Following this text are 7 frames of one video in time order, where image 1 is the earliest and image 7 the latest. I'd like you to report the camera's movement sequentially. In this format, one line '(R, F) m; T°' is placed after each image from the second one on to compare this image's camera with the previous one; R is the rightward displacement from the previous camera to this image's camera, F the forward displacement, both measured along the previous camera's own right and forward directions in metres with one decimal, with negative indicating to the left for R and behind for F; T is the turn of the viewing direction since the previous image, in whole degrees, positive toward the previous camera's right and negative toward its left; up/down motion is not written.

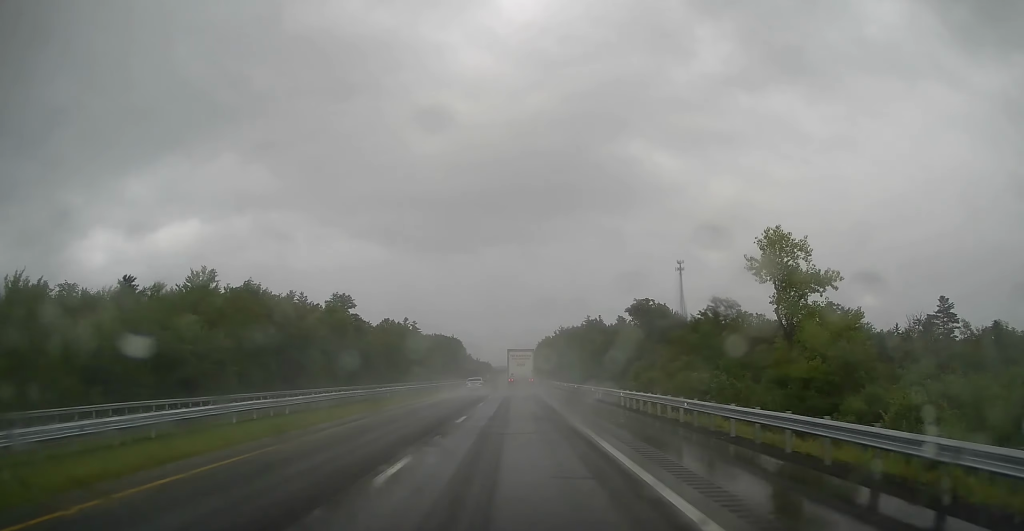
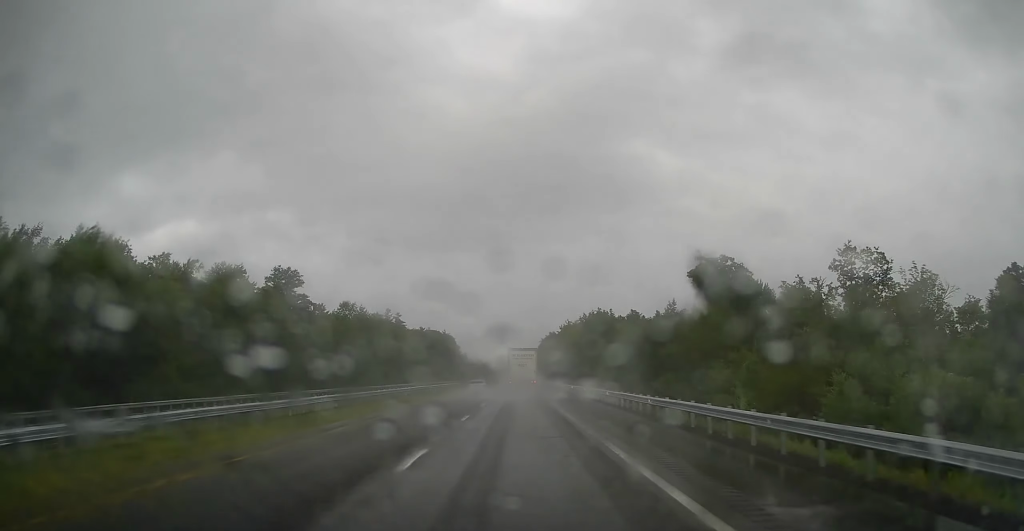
(-0.3, +47.8) m; -1°
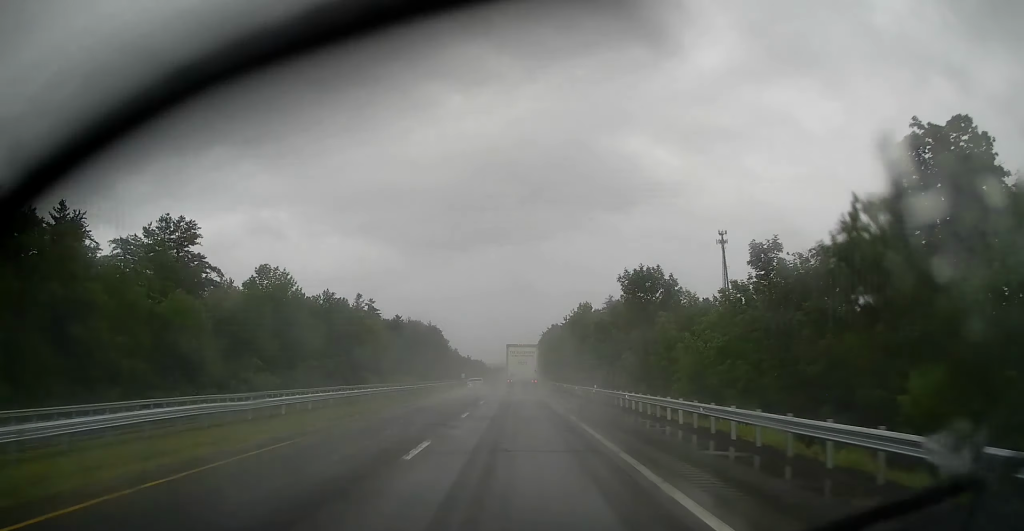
(0.0, +48.5) m; 0°
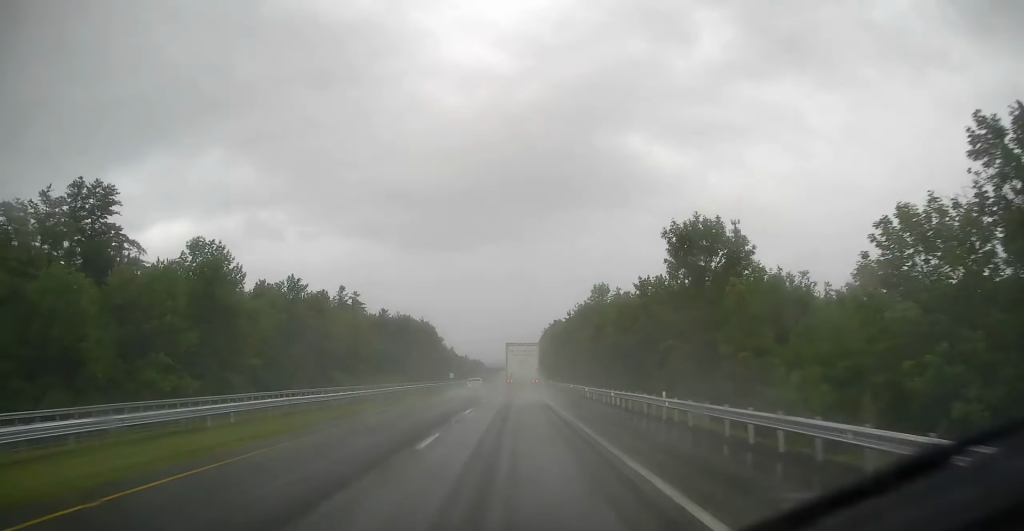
(0.0, +22.6) m; 0°
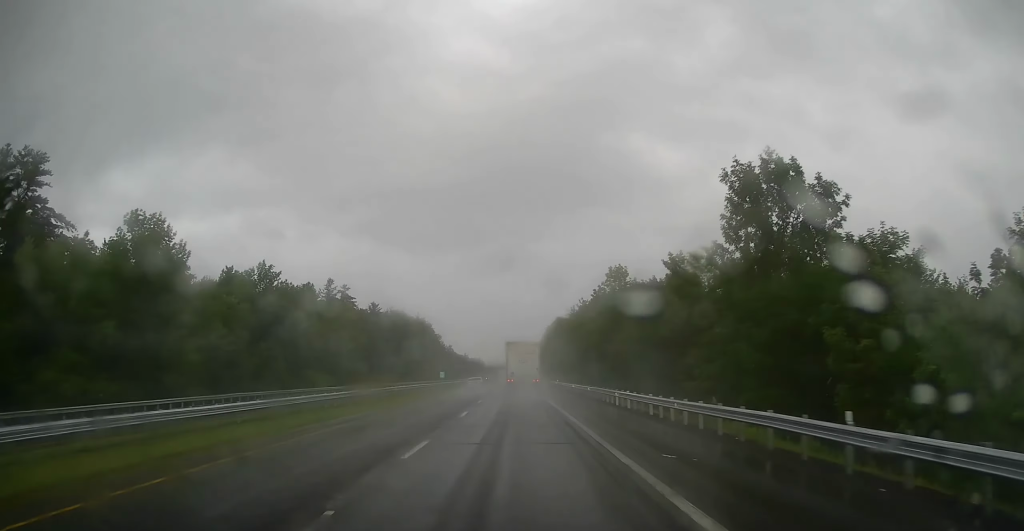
(+0.2, +14.7) m; 0°
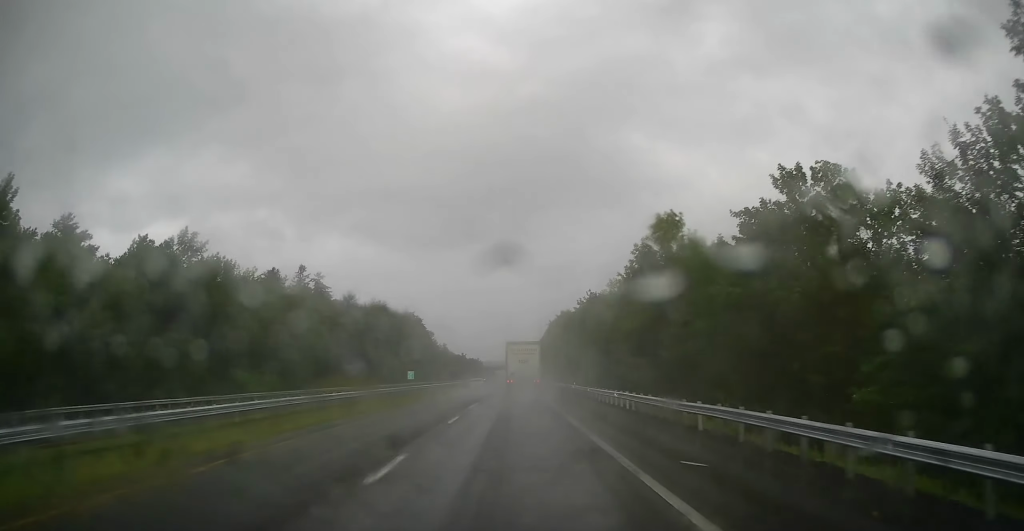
(0.0, +26.8) m; 0°
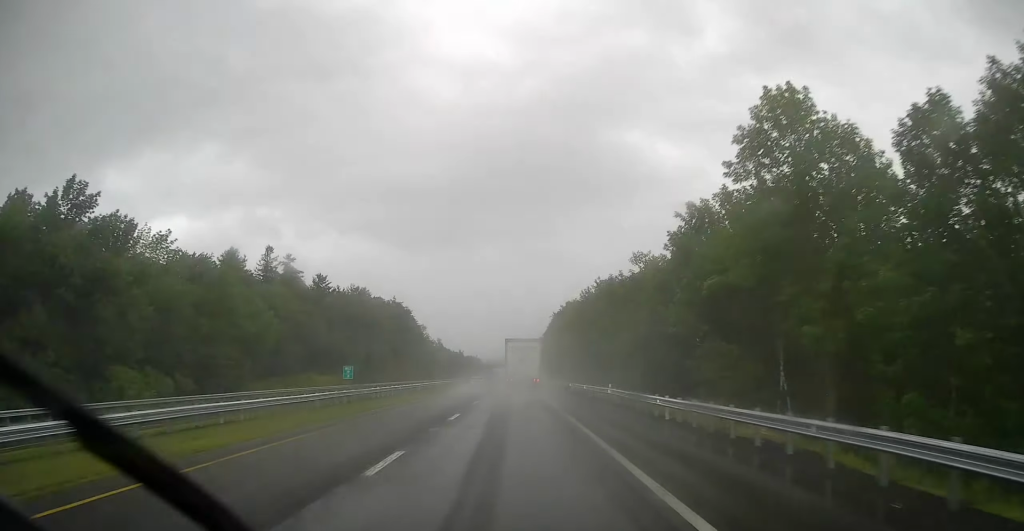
(-0.2, +24.2) m; 0°
